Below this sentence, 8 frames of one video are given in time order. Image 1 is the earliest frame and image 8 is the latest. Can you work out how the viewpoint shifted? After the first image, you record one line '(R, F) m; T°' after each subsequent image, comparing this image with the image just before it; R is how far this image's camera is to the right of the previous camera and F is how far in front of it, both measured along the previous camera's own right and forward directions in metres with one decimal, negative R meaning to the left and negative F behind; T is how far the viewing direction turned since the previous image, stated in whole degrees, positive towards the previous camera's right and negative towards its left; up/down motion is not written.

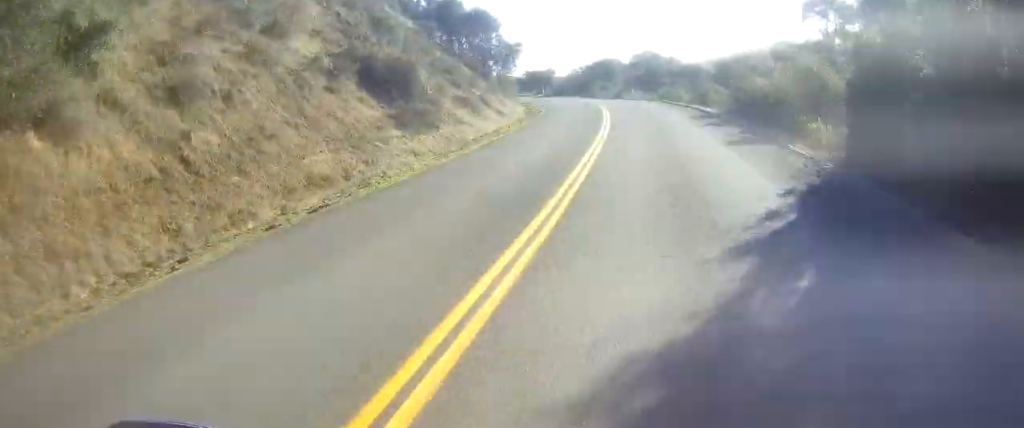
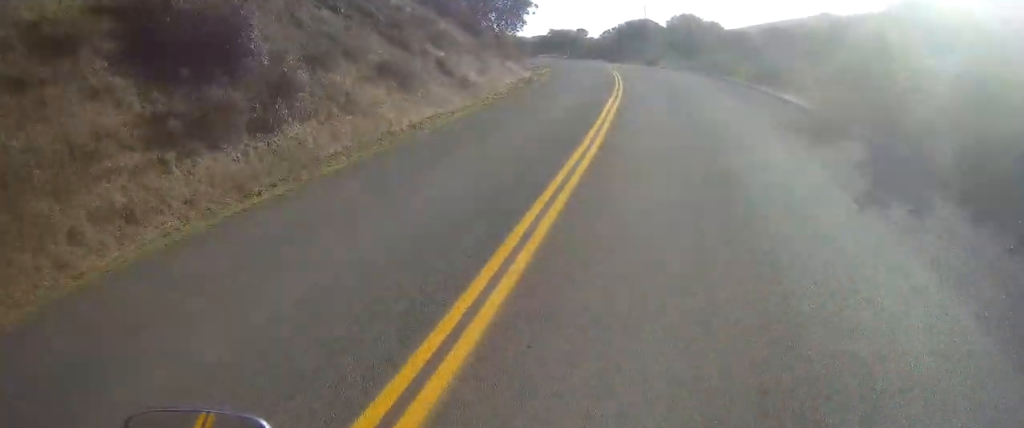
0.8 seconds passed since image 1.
(+0.1, +15.7) m; 0°
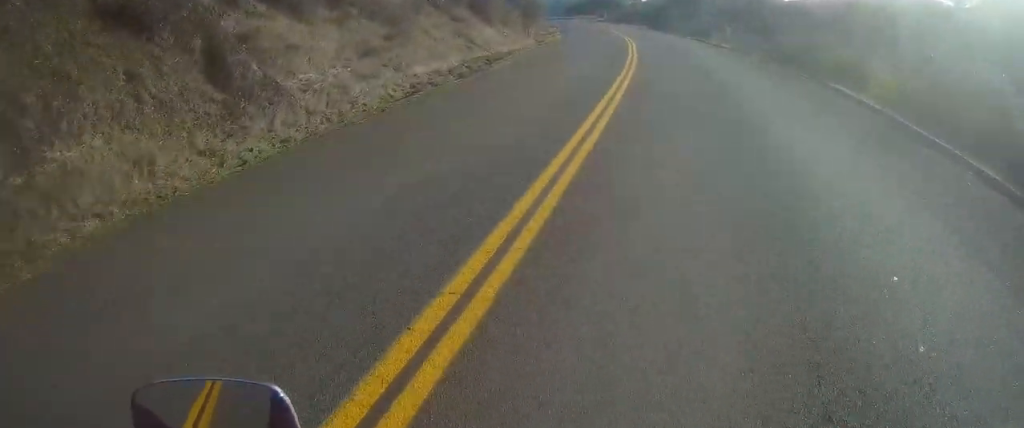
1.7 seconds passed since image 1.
(-0.2, +19.2) m; -3°
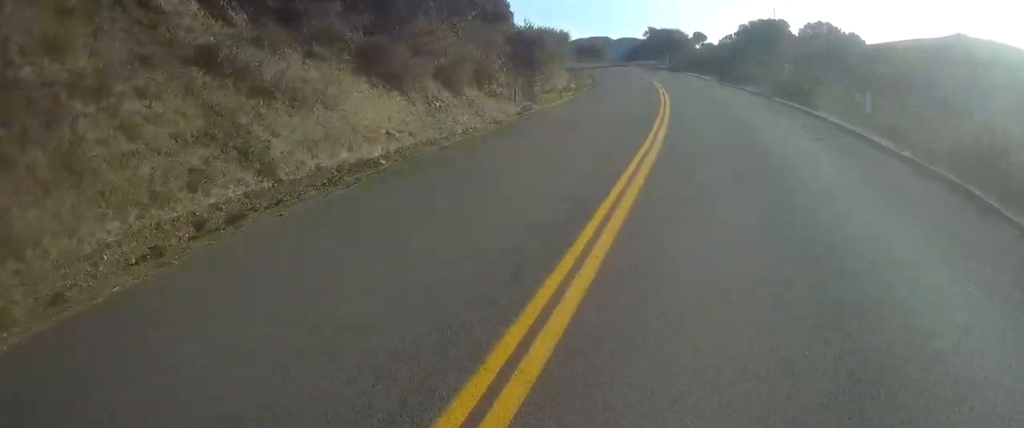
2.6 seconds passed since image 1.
(-0.8, +19.6) m; -5°
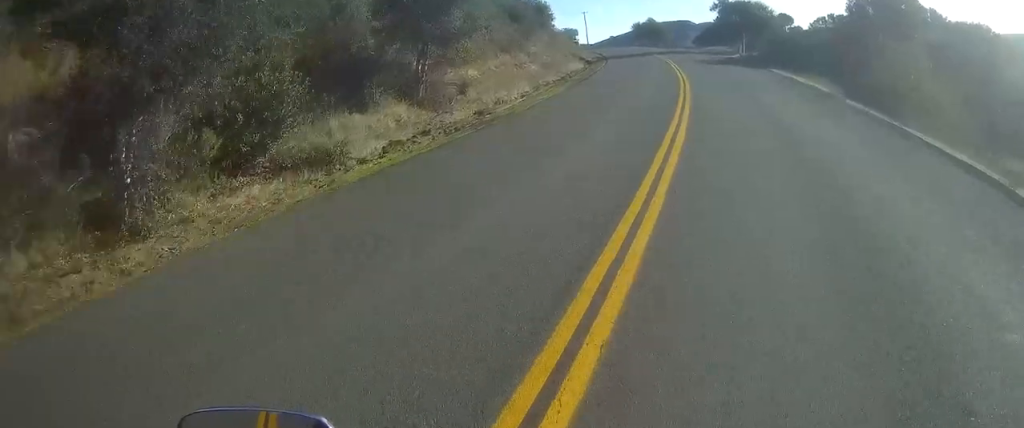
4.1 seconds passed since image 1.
(-1.9, +30.7) m; -8°
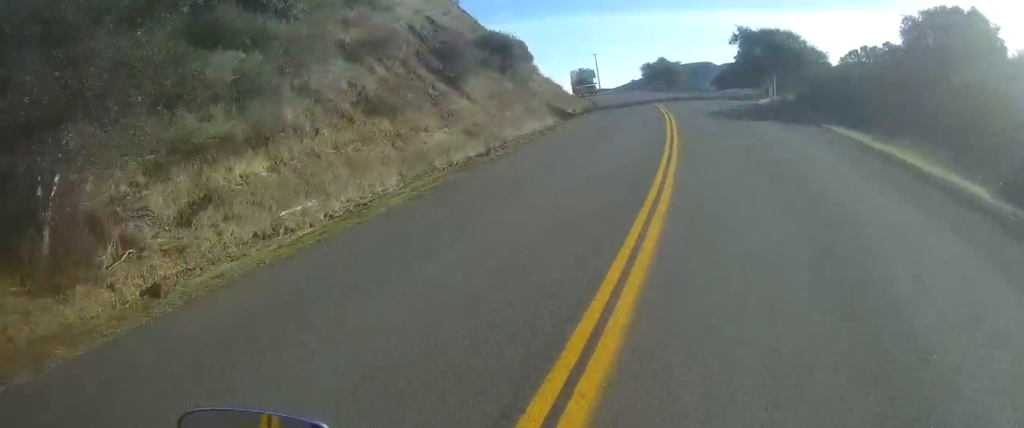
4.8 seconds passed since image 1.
(-0.5, +12.9) m; -2°
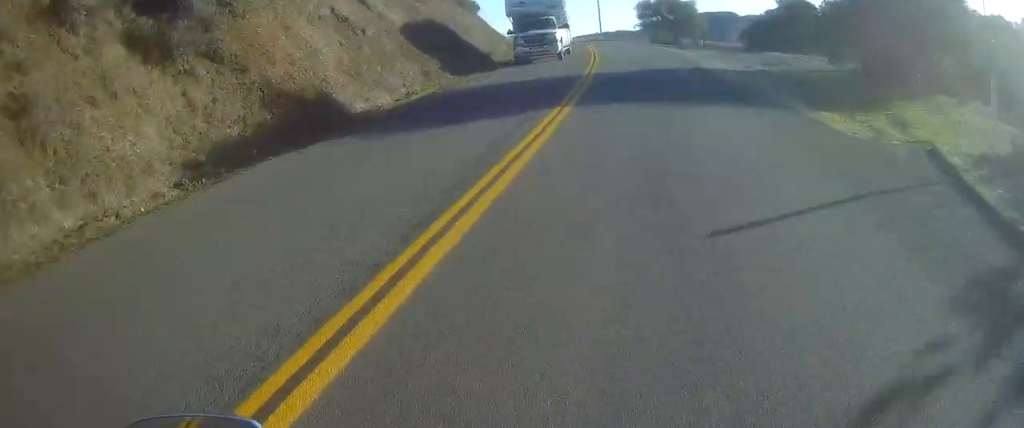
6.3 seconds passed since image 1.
(-1.2, +28.7) m; -6°
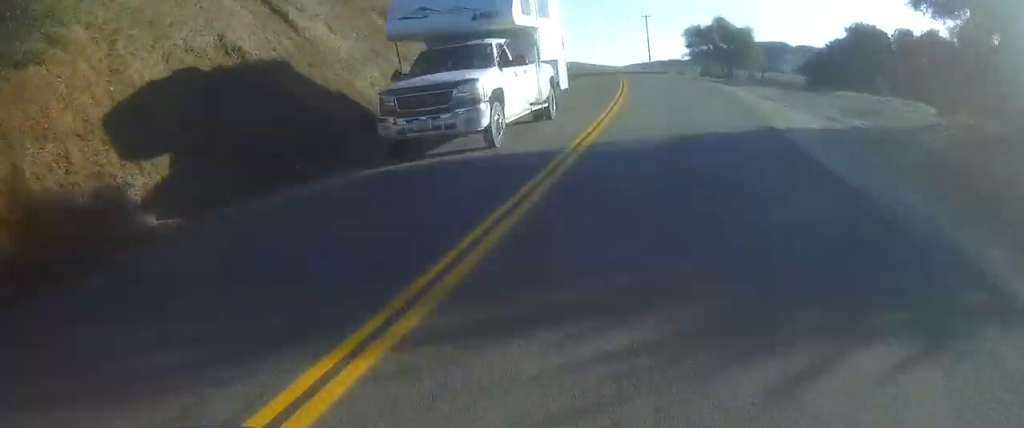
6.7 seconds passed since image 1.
(-0.3, +8.7) m; -2°
